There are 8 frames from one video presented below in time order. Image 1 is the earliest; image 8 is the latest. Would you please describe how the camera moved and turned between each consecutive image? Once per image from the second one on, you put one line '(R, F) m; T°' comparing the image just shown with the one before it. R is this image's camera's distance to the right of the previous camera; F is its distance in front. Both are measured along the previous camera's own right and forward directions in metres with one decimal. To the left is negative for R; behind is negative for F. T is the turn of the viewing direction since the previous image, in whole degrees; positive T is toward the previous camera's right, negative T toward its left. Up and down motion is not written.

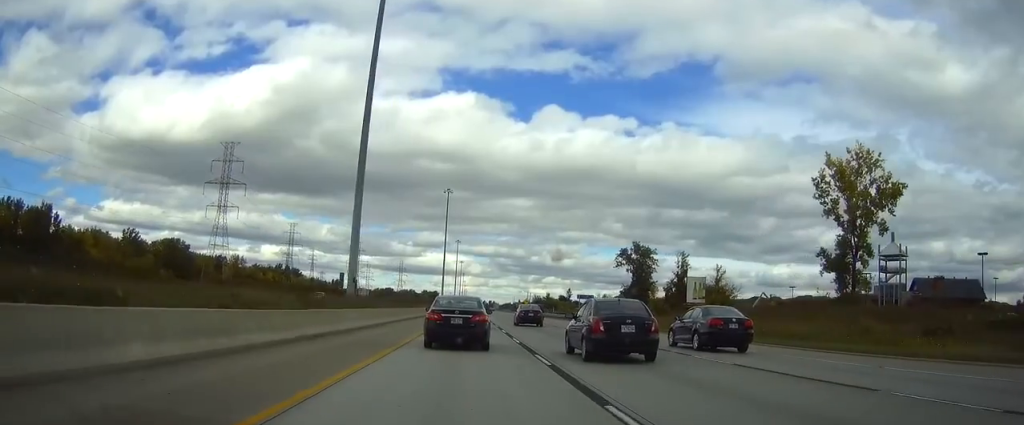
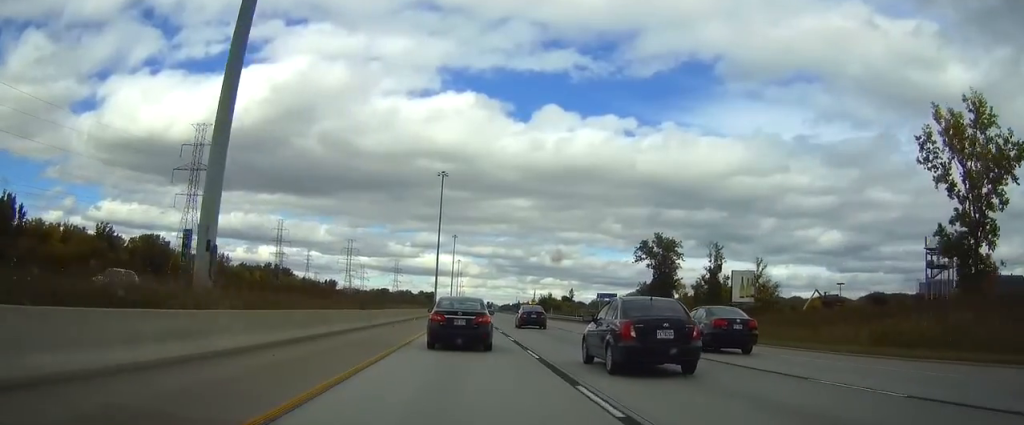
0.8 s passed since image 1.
(0.0, +24.7) m; 0°
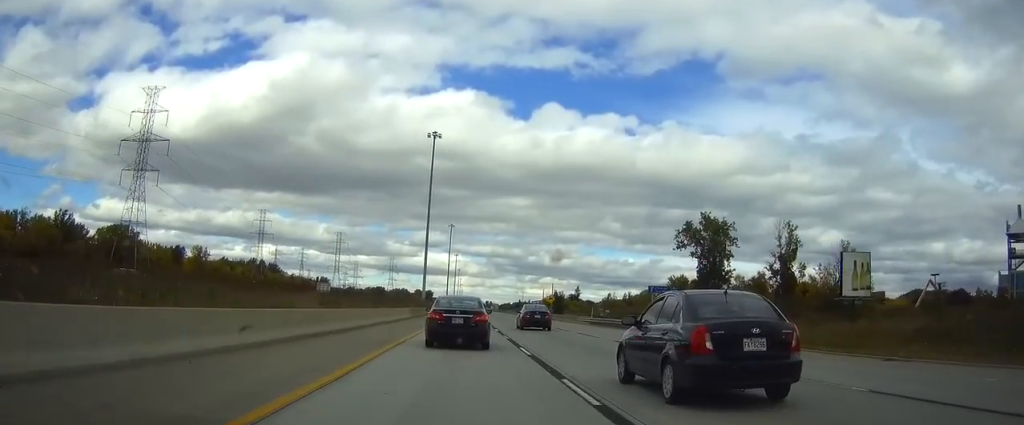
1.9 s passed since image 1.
(0.0, +35.0) m; 0°
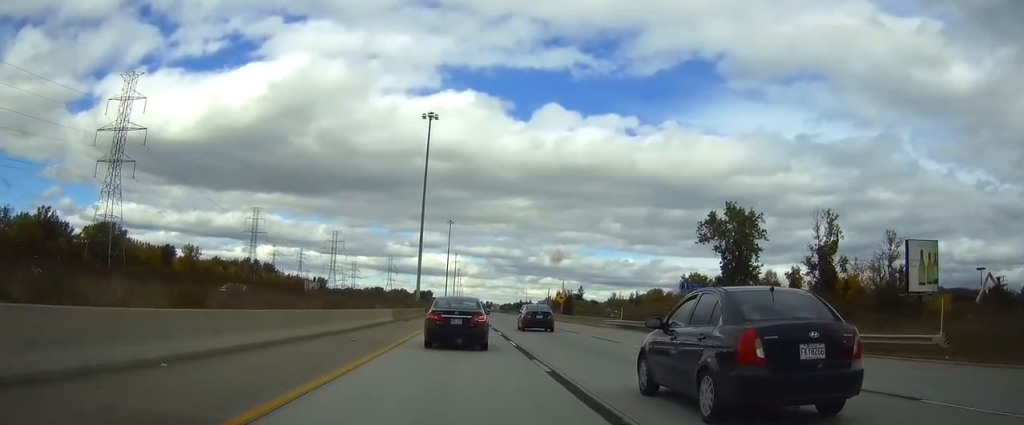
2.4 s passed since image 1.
(0.0, +13.4) m; 0°
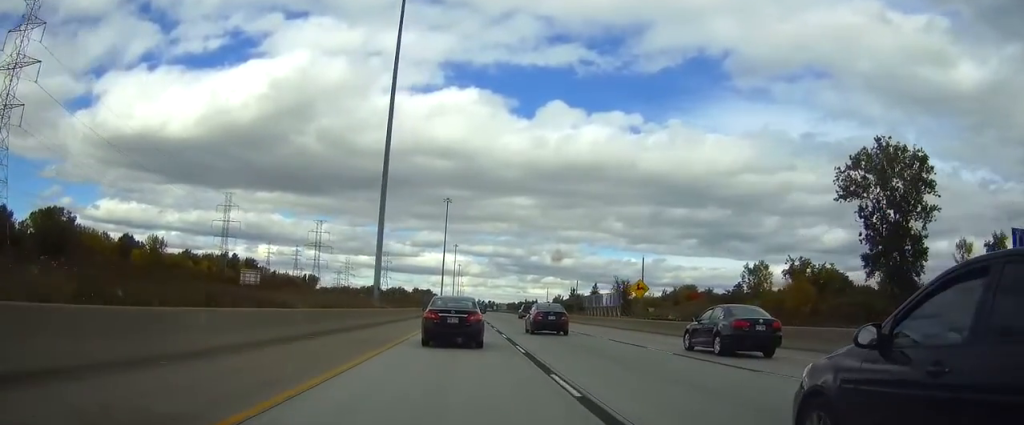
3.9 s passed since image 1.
(0.0, +48.5) m; 0°
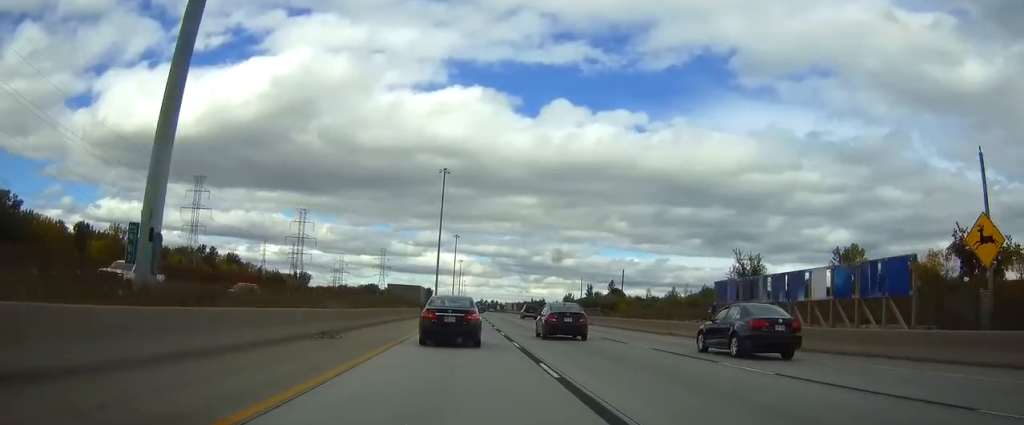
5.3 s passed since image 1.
(0.0, +42.3) m; 0°
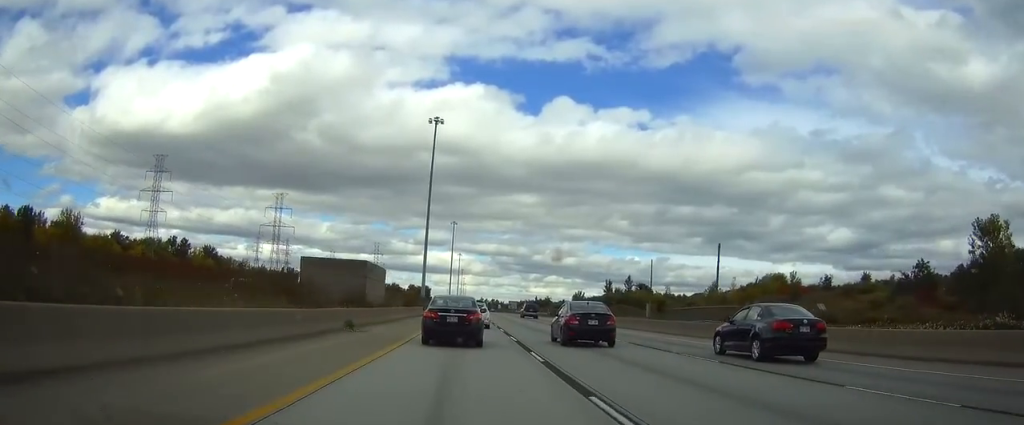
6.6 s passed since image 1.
(+0.1, +41.1) m; 0°
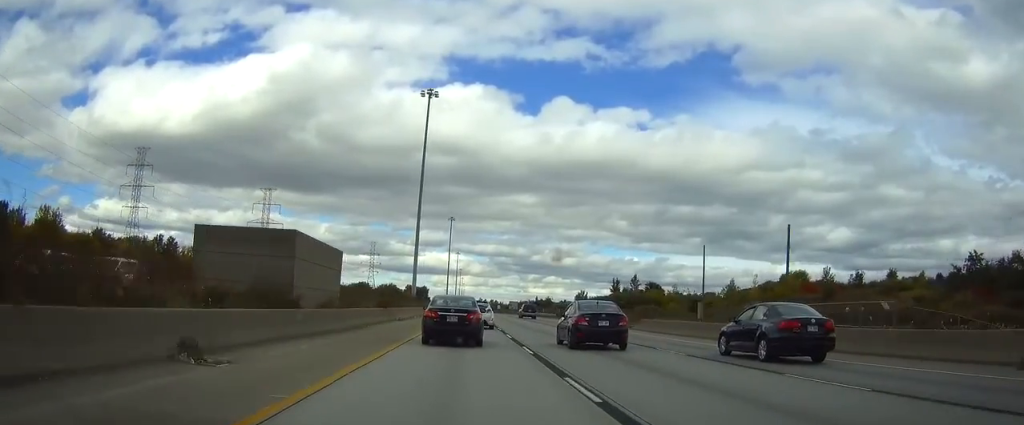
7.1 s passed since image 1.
(0.0, +15.4) m; 0°
